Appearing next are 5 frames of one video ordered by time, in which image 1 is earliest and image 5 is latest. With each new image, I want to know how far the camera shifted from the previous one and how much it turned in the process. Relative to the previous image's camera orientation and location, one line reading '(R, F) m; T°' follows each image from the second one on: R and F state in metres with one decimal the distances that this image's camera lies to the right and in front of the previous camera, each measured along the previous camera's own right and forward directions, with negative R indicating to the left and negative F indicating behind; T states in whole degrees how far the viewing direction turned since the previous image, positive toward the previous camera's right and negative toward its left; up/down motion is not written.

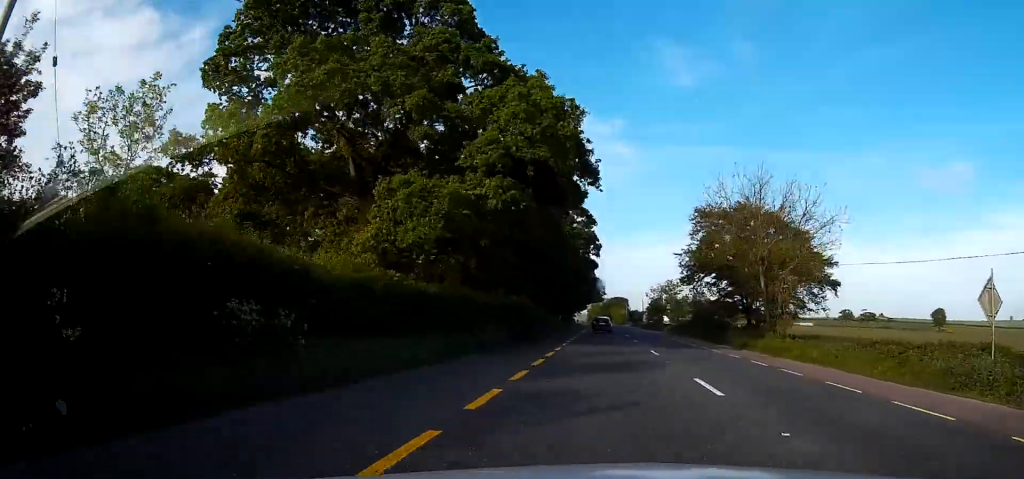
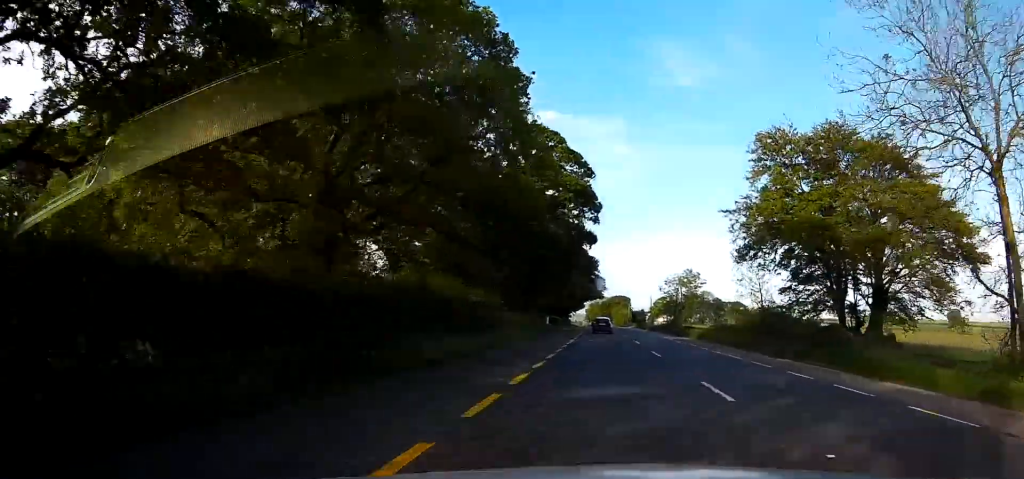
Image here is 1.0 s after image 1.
(0.0, +24.6) m; 0°
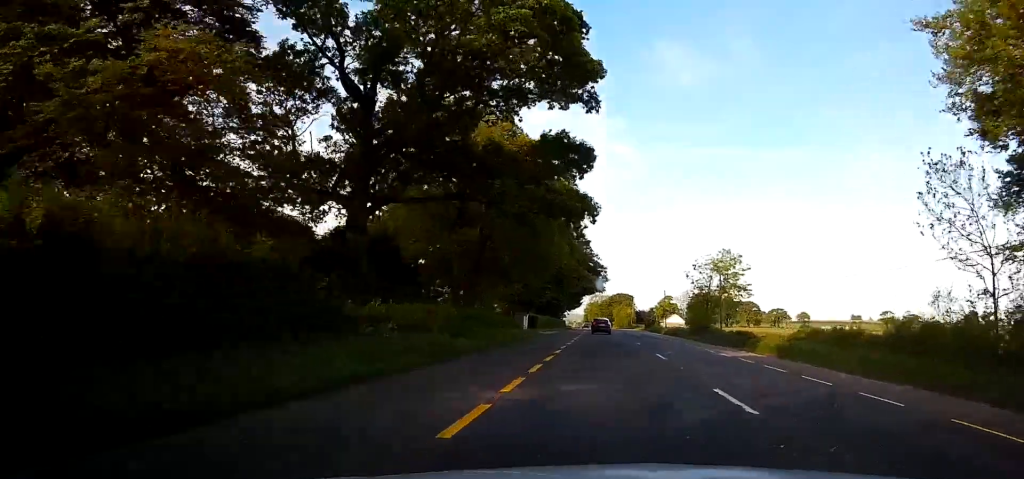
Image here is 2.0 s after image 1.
(0.0, +25.5) m; 0°
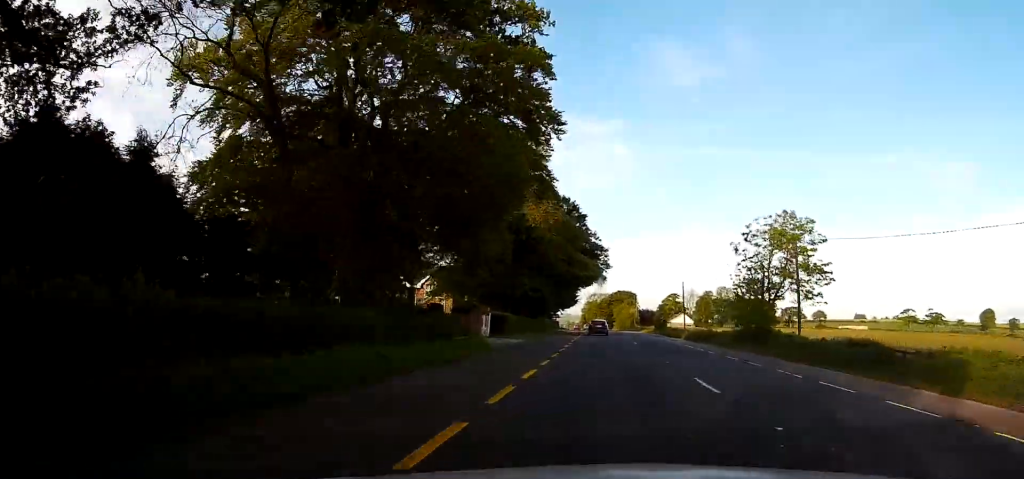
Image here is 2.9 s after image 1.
(0.0, +21.4) m; 0°
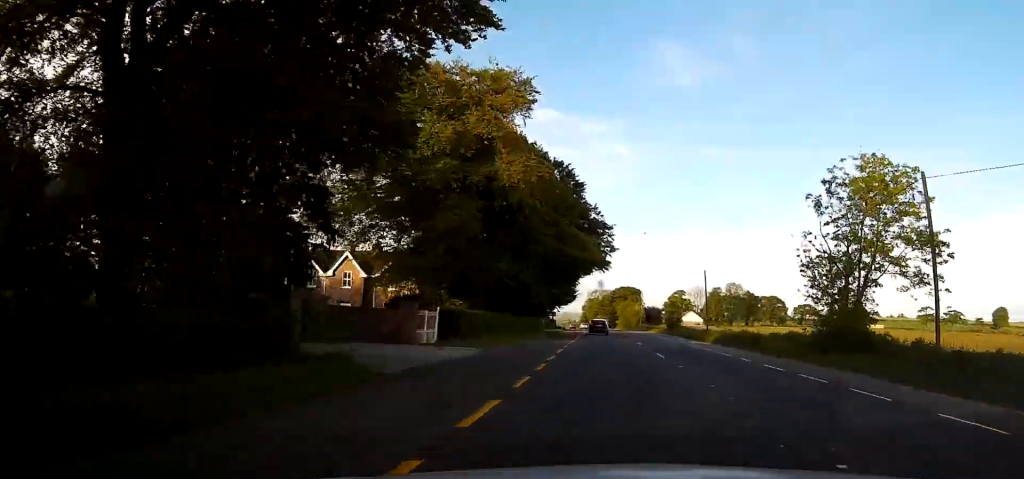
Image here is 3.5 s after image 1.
(-0.1, +14.1) m; 0°
